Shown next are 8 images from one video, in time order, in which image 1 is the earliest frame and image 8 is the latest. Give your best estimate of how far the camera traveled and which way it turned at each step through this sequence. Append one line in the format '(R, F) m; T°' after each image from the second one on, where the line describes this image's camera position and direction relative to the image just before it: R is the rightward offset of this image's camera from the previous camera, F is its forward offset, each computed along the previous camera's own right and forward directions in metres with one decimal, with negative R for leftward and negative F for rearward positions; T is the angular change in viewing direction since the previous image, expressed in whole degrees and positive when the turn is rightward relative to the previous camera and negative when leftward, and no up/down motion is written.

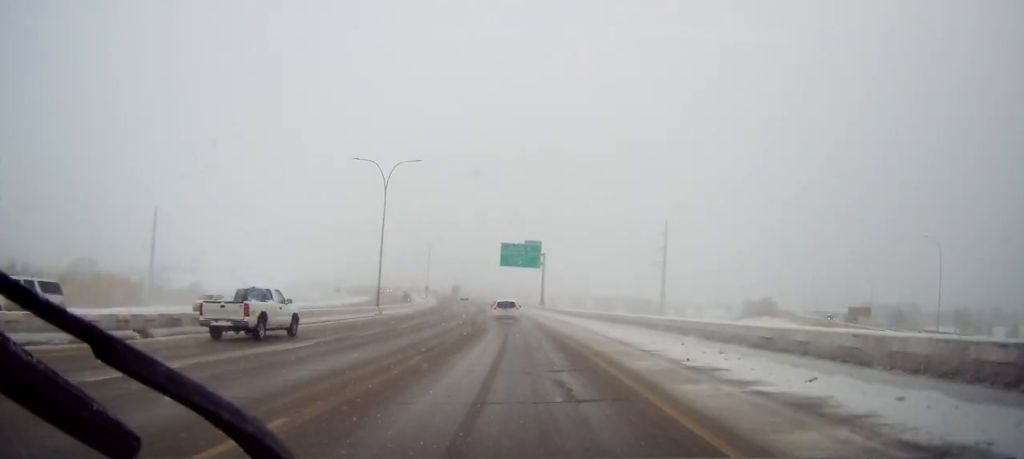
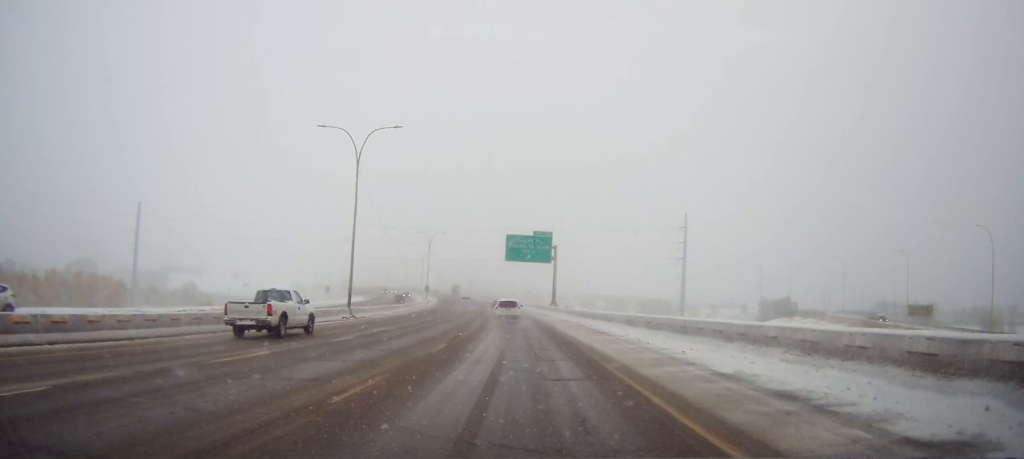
(0.0, +13.0) m; 0°
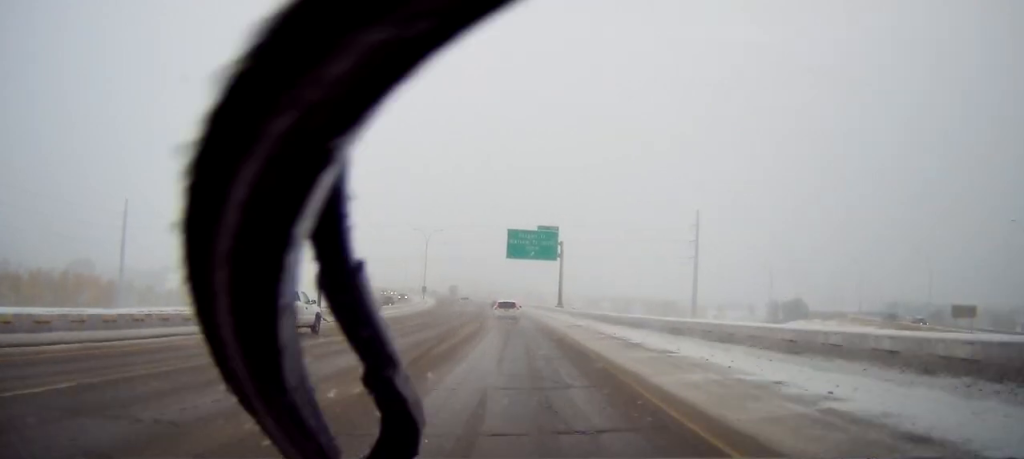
(0.0, +8.3) m; -1°
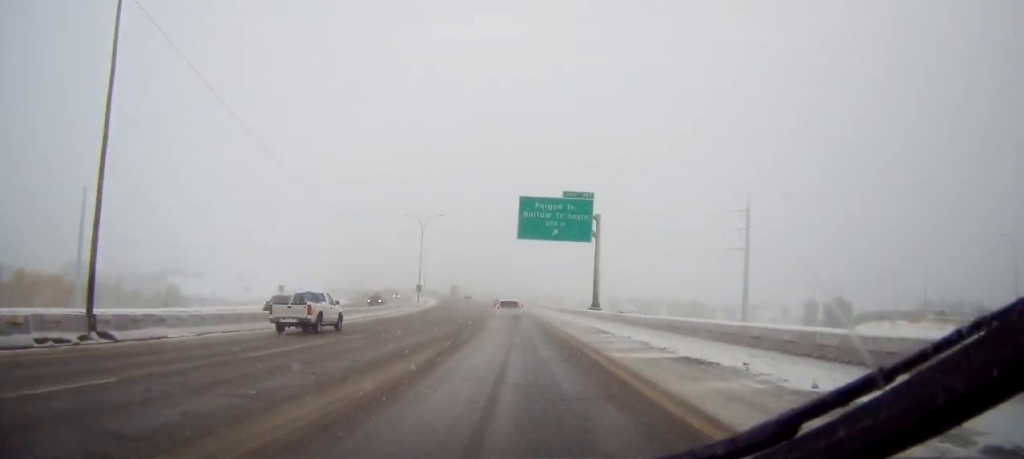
(-0.6, +25.7) m; -2°
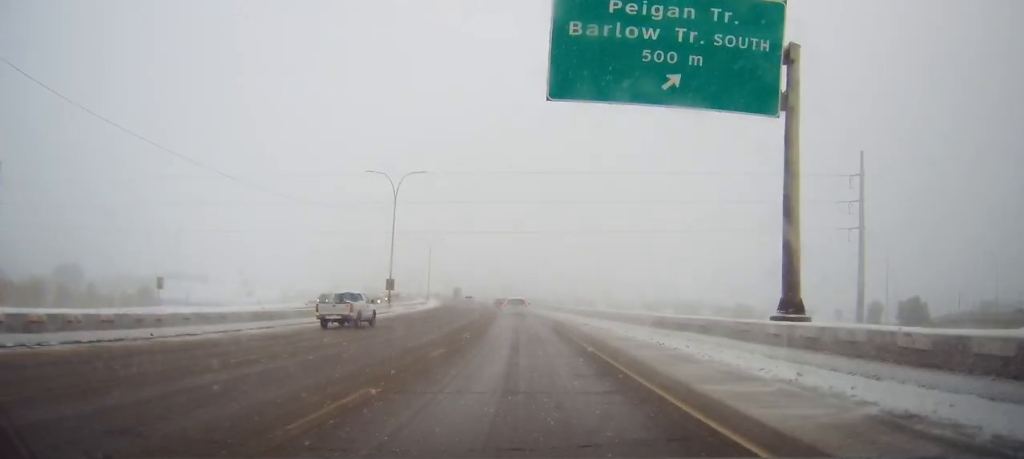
(-0.7, +39.2) m; -2°
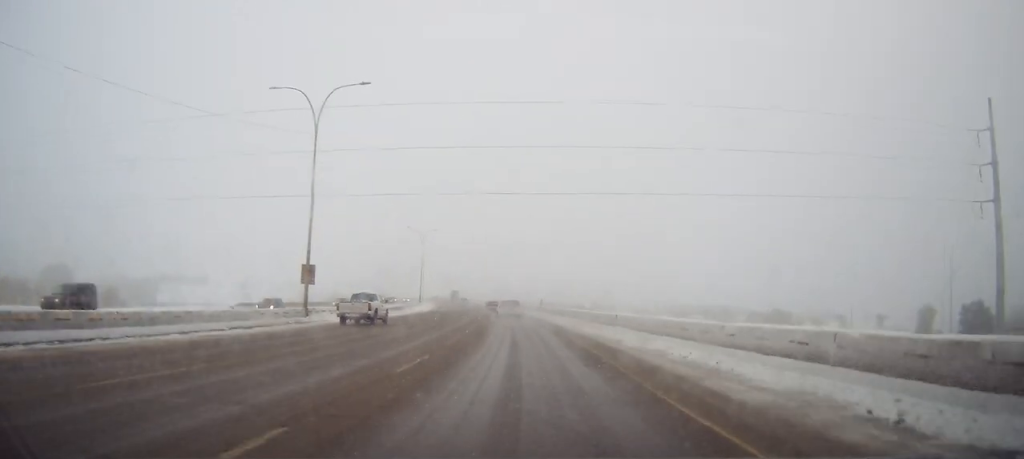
(-0.6, +29.8) m; -1°
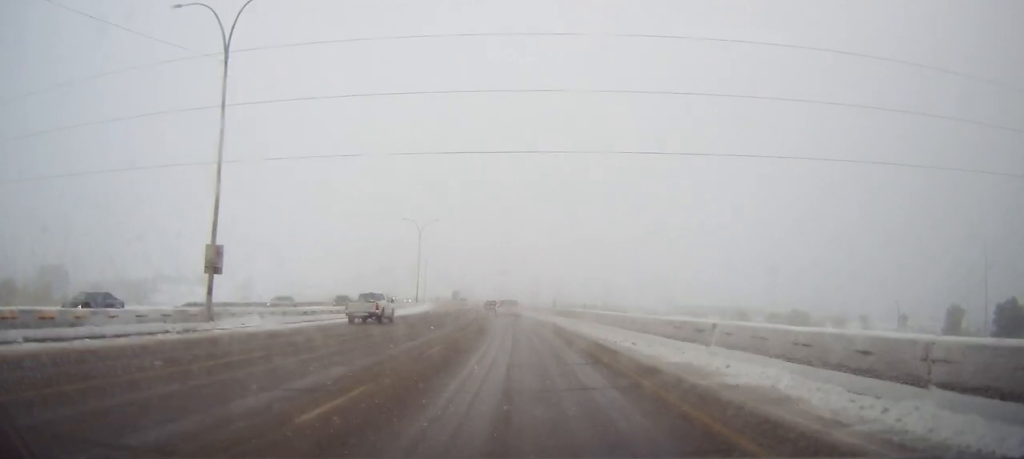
(0.0, +13.7) m; -1°
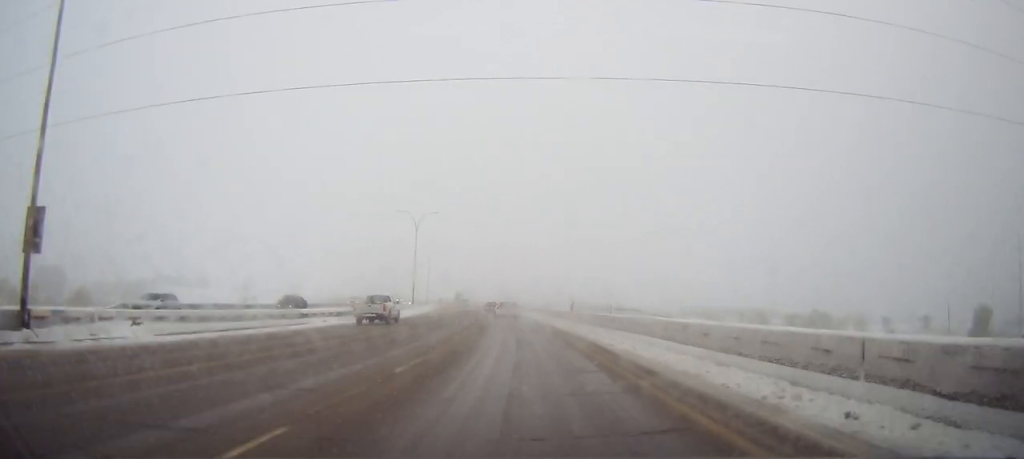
(+0.1, +12.3) m; -1°
